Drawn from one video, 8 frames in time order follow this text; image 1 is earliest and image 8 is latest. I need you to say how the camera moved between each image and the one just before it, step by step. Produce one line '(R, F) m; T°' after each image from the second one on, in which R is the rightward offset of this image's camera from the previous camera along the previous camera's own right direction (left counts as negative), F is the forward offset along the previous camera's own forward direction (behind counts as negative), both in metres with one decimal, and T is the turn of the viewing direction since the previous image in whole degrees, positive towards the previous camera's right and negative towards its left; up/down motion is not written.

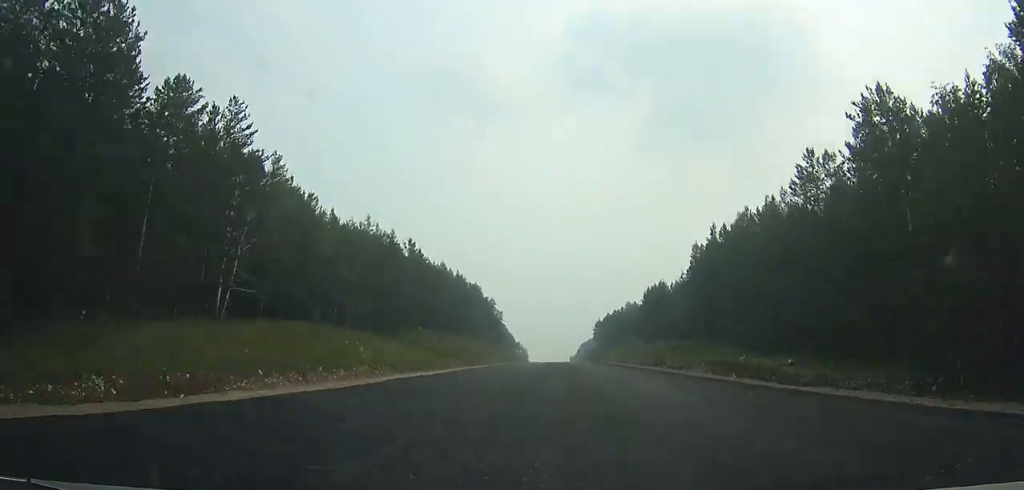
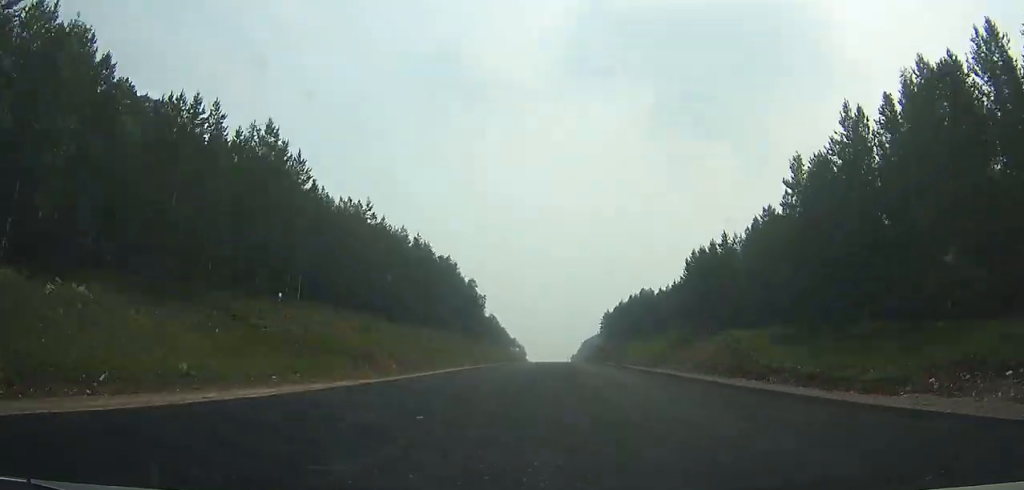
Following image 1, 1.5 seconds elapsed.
(+0.1, +40.8) m; 0°
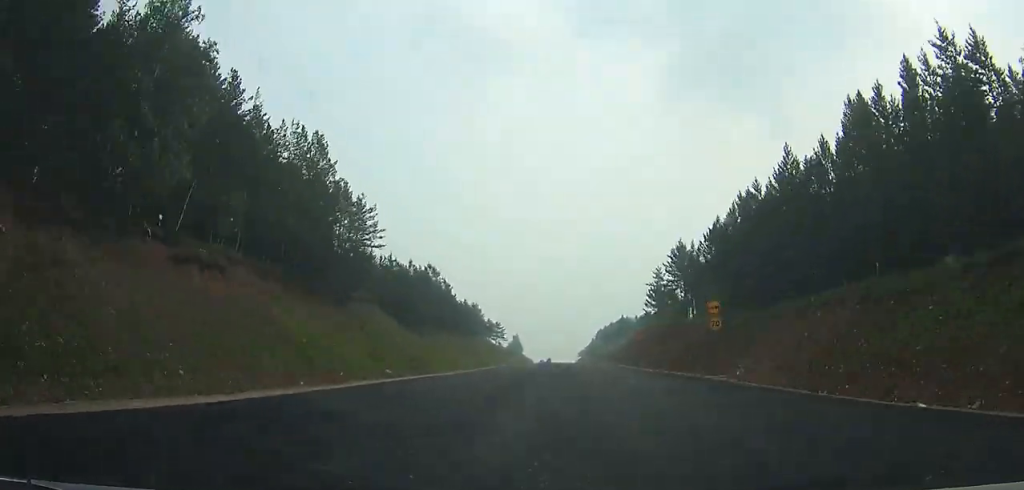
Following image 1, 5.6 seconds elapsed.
(-0.3, +111.3) m; 0°
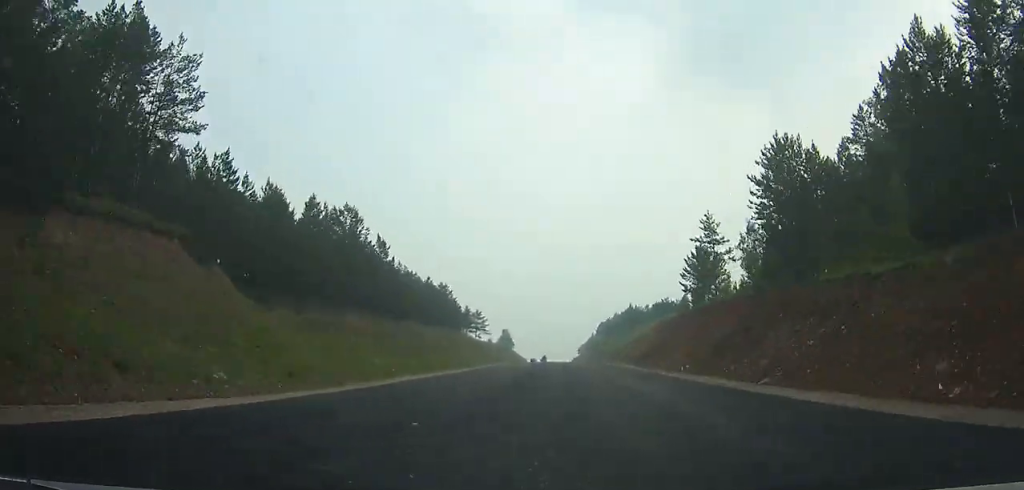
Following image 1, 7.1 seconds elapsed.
(0.0, +40.6) m; 0°
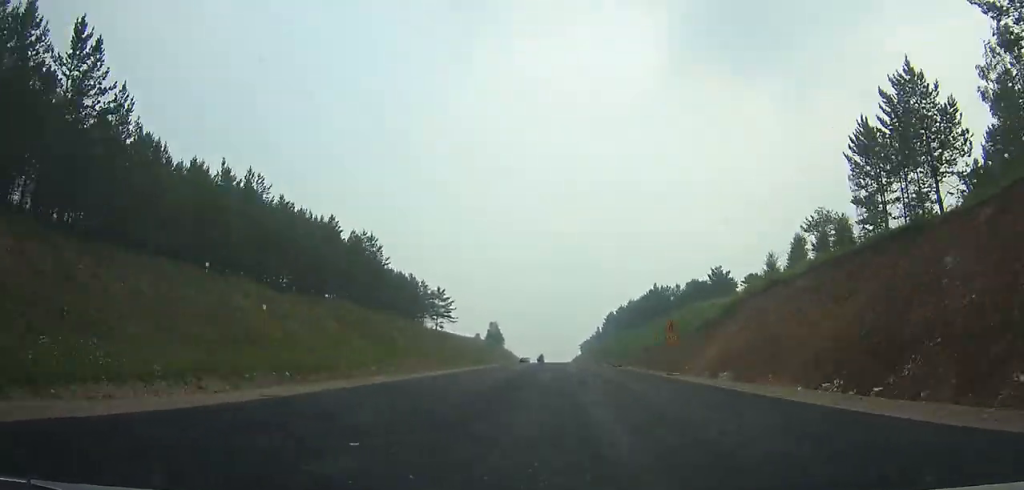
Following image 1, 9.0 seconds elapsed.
(0.0, +51.4) m; 0°
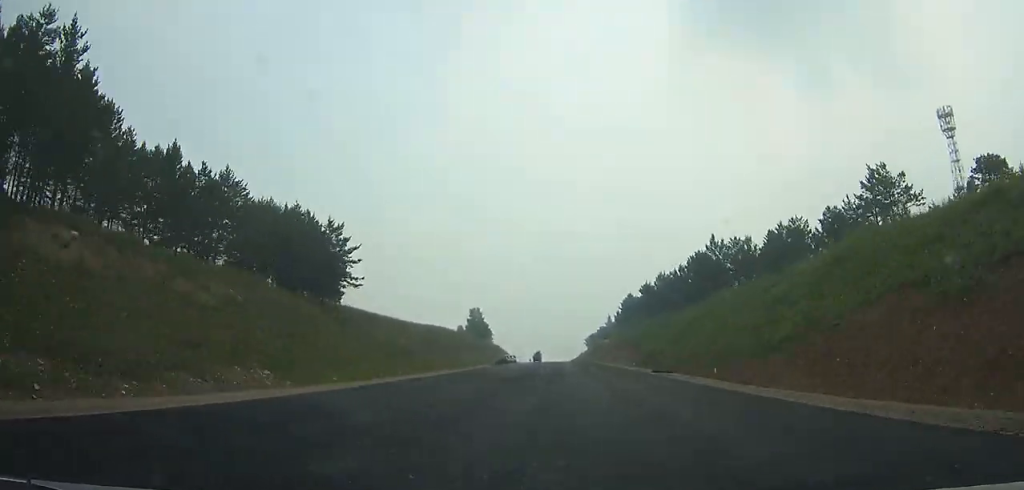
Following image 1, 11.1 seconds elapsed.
(-0.1, +56.3) m; 0°
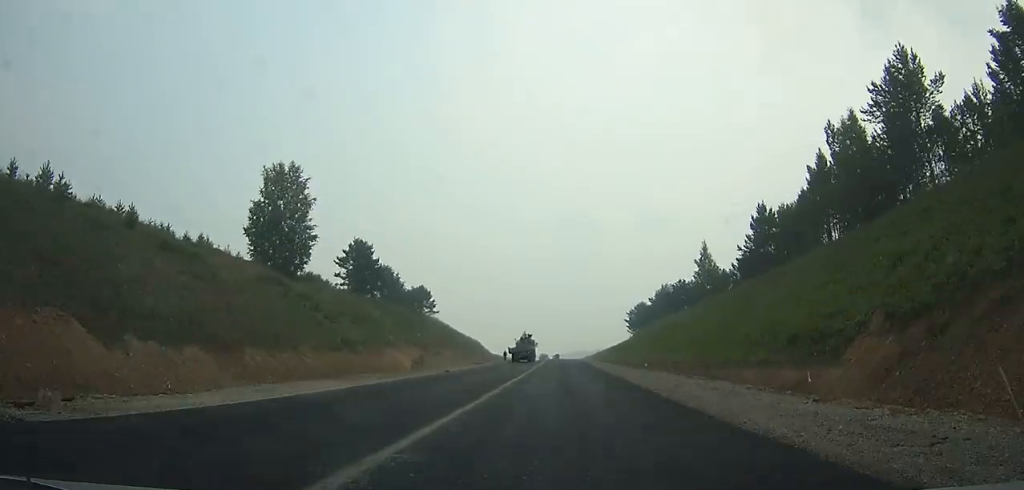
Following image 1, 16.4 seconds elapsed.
(-1.4, +132.6) m; -1°
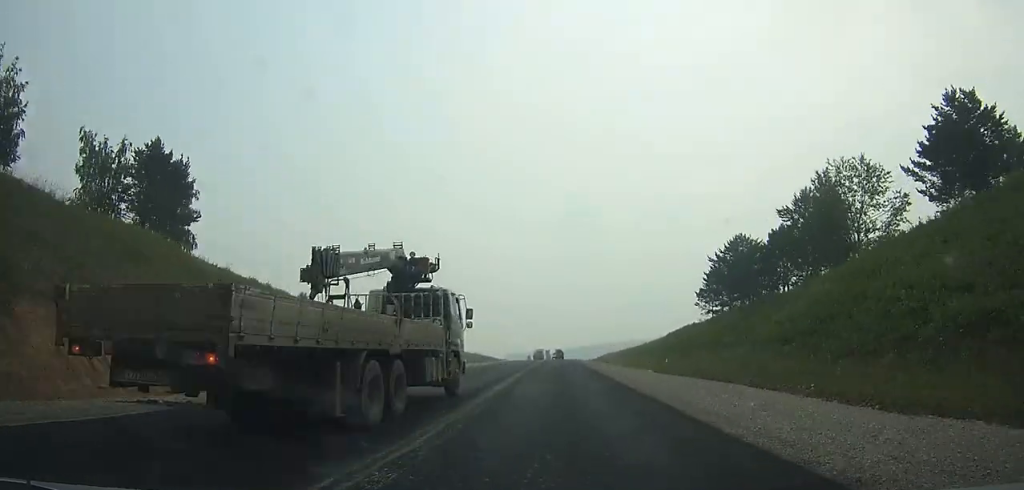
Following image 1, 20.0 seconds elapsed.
(-0.3, +75.6) m; 0°
